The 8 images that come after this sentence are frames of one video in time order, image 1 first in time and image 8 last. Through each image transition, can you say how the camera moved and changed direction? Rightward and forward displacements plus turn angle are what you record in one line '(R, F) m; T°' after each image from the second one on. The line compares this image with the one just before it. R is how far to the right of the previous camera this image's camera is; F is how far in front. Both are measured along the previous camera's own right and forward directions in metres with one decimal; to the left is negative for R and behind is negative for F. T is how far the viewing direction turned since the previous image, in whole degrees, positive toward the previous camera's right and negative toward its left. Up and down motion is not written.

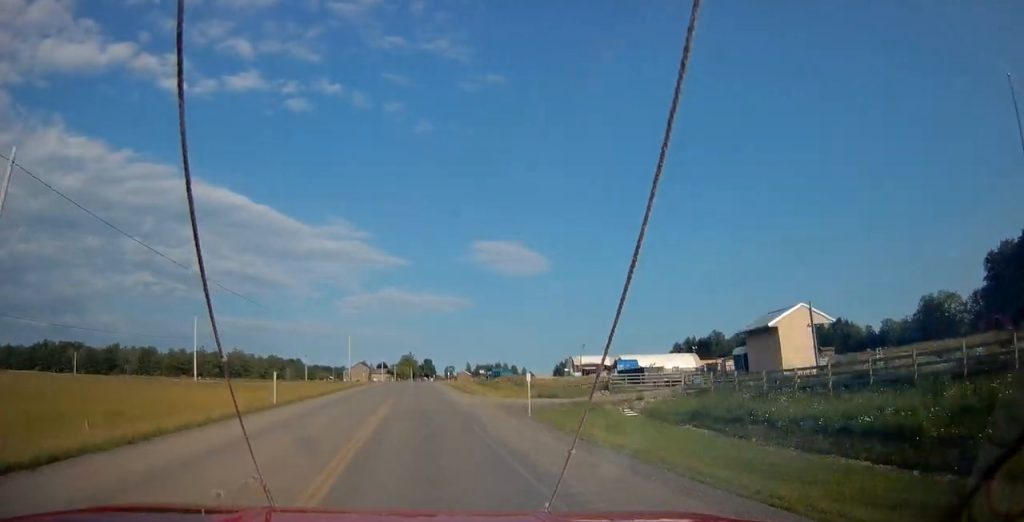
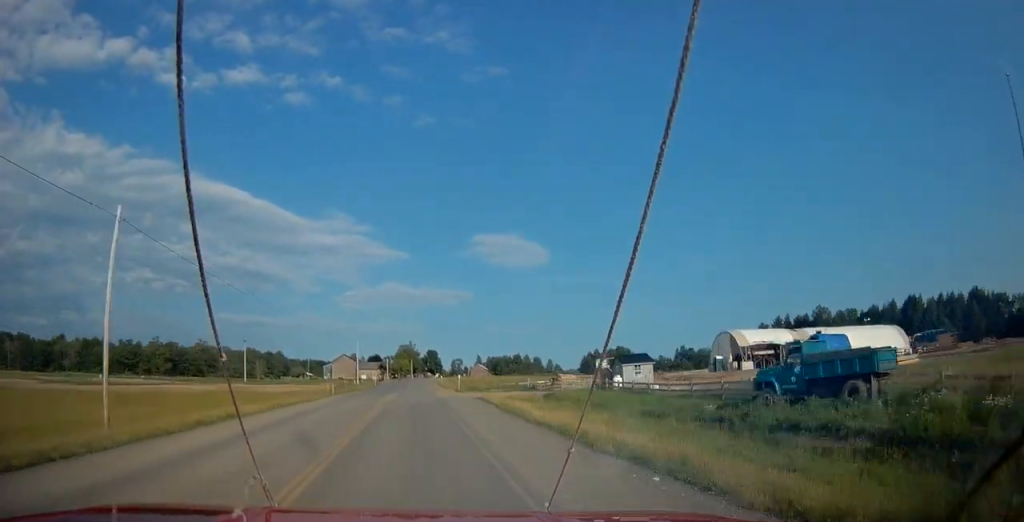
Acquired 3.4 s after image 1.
(+0.1, +83.9) m; 0°
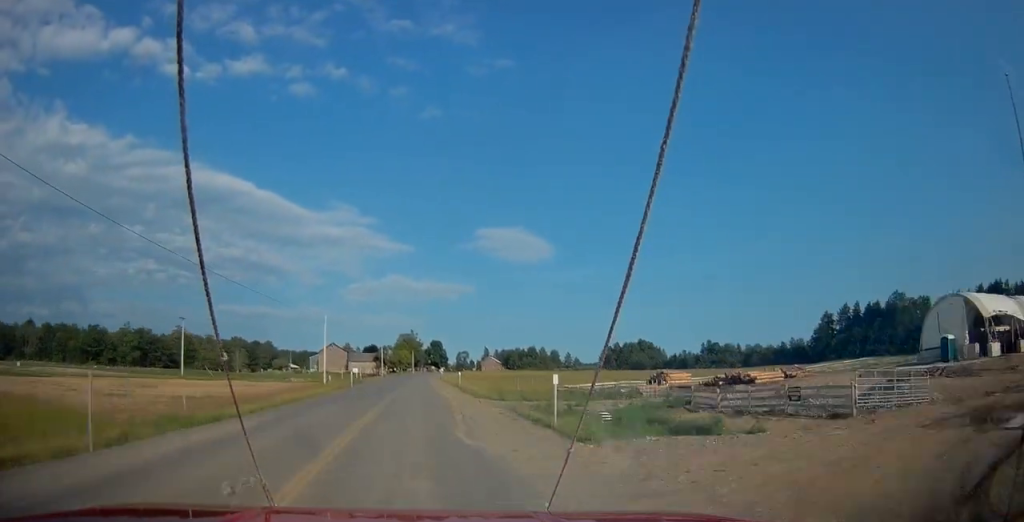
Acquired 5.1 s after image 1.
(+0.1, +41.9) m; 0°
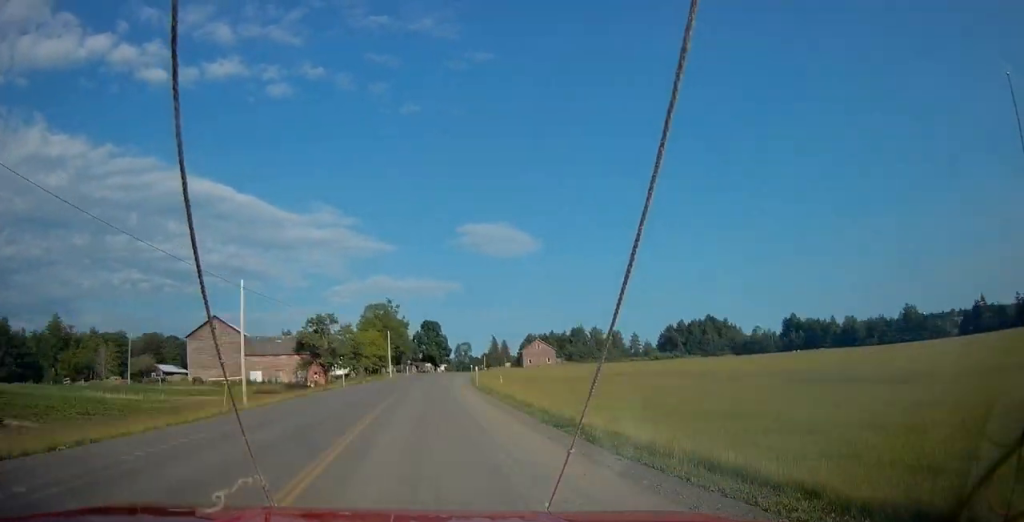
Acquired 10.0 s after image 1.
(+0.3, +122.2) m; +2°
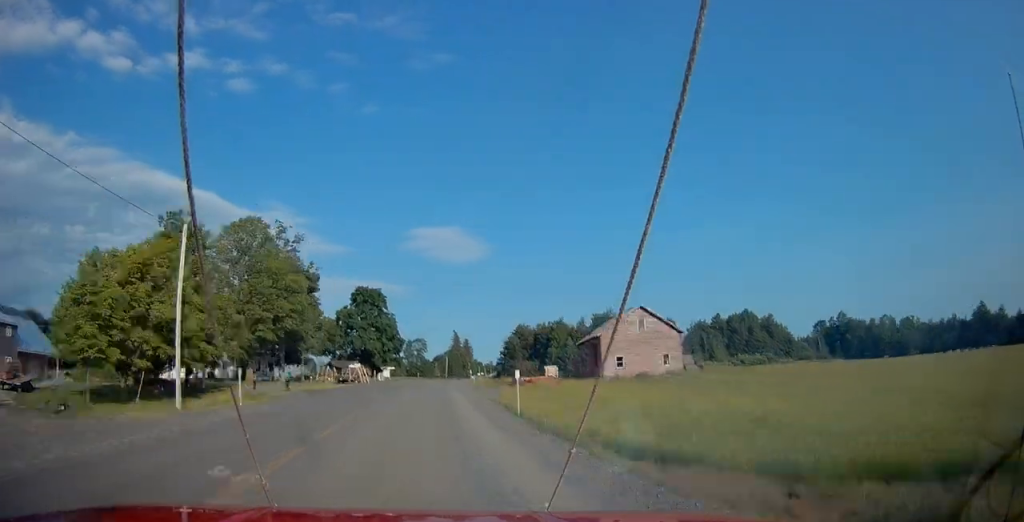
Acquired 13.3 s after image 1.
(+2.5, +83.8) m; +5°
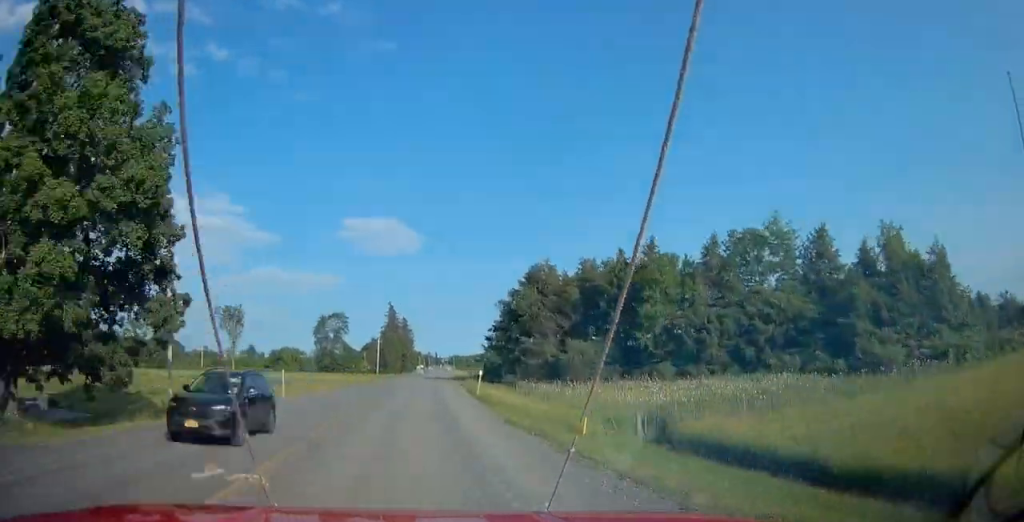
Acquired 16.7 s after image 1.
(+4.5, +87.7) m; +5°
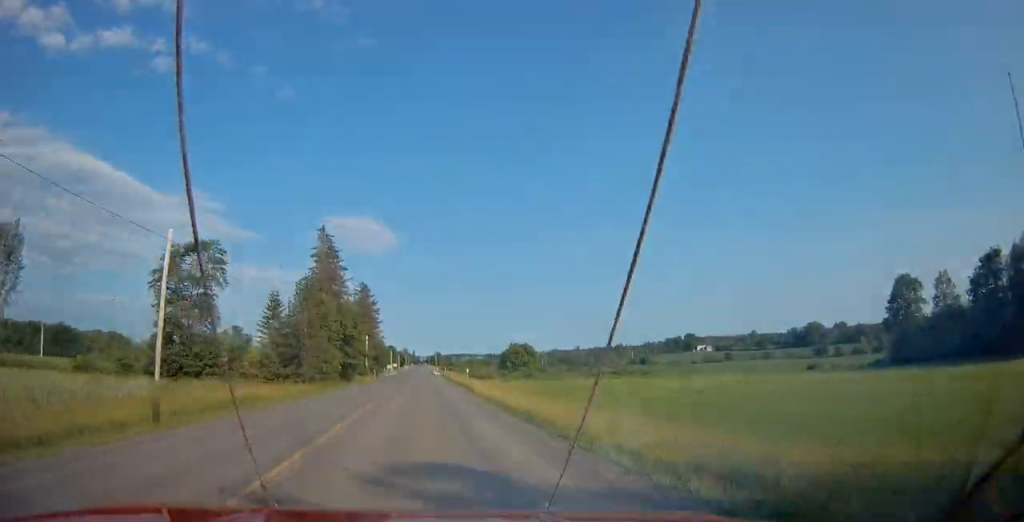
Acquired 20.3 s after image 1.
(+4.1, +94.2) m; +3°
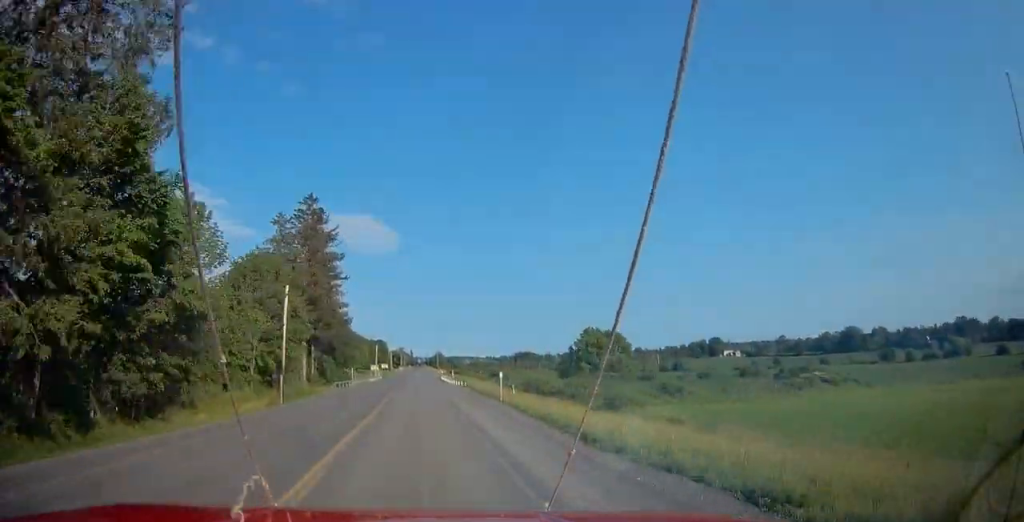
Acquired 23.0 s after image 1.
(+0.6, +70.9) m; +1°
